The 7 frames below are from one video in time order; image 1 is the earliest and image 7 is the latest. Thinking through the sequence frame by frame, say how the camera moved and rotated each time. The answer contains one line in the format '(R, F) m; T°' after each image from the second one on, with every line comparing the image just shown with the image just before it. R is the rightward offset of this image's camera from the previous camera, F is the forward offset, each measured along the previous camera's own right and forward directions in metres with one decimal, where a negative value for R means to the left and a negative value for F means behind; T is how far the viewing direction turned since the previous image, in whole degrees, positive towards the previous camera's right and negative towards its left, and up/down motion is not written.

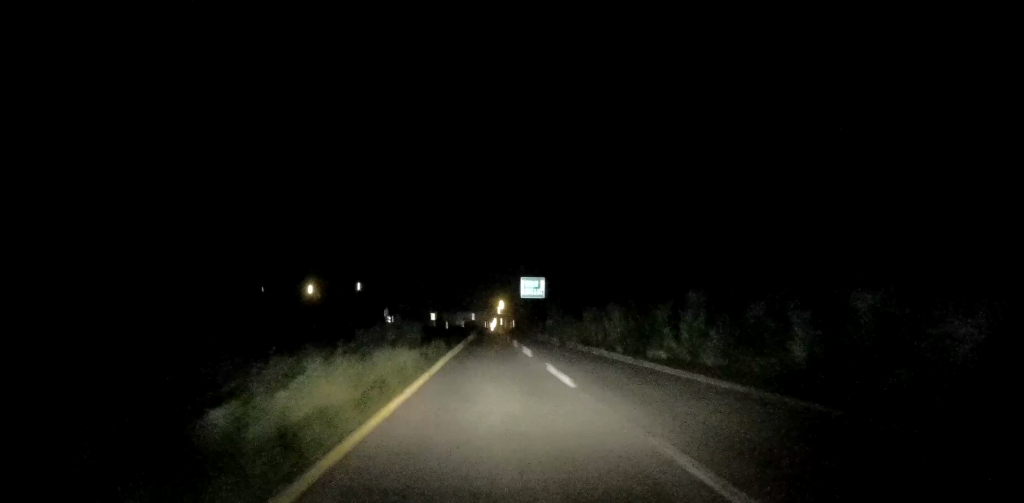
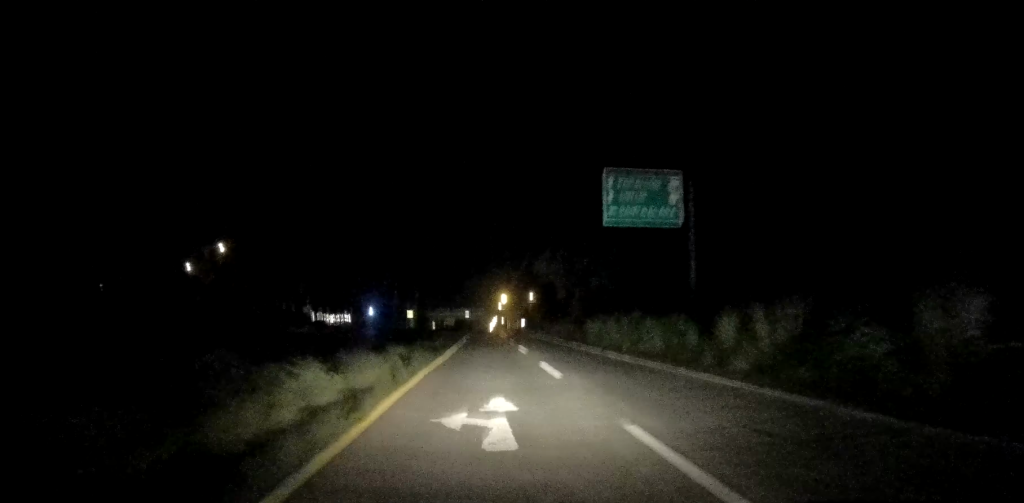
(-0.1, +70.1) m; 0°
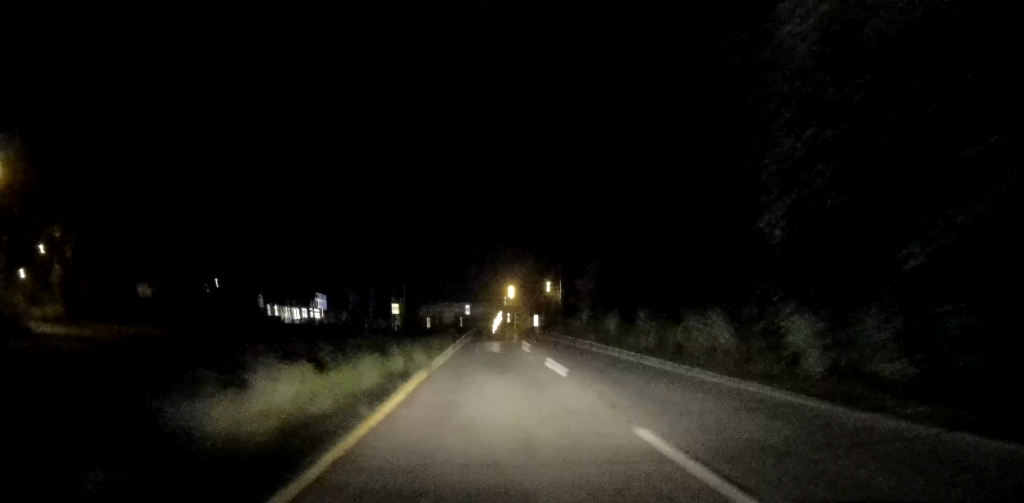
(-0.1, +35.6) m; 0°
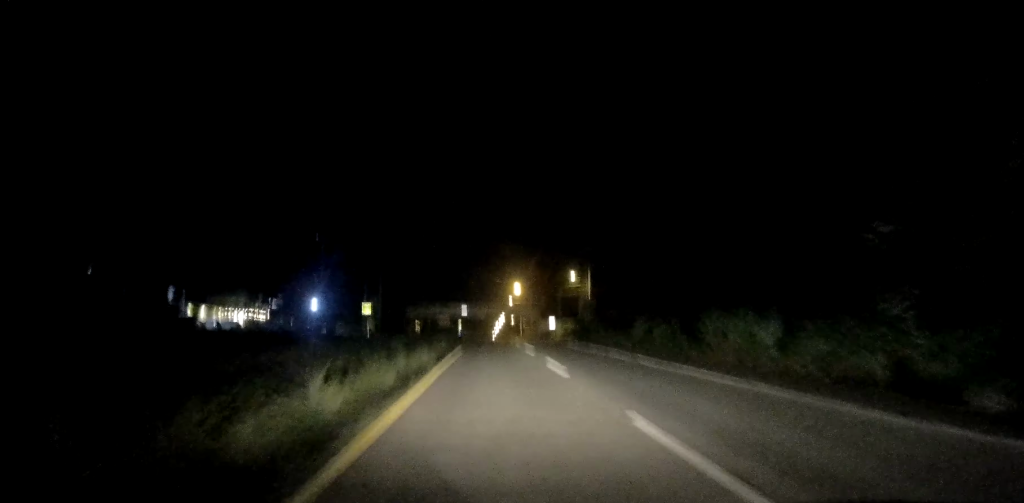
(+0.4, +35.2) m; 0°
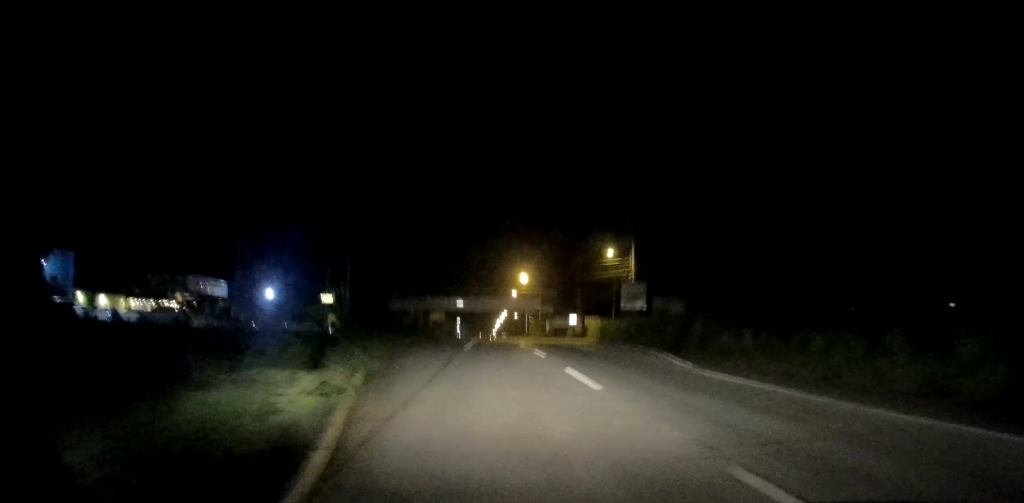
(-0.3, +27.9) m; 0°
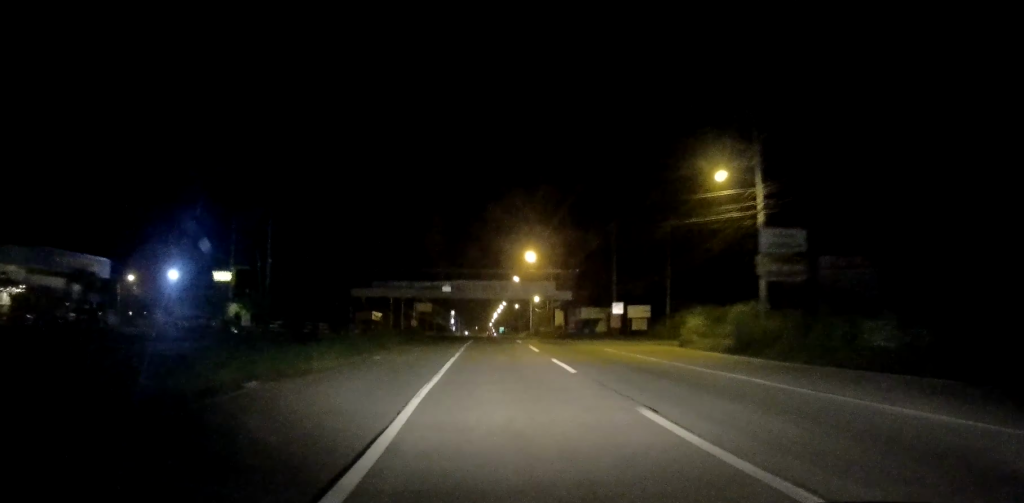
(-0.1, +31.3) m; 0°
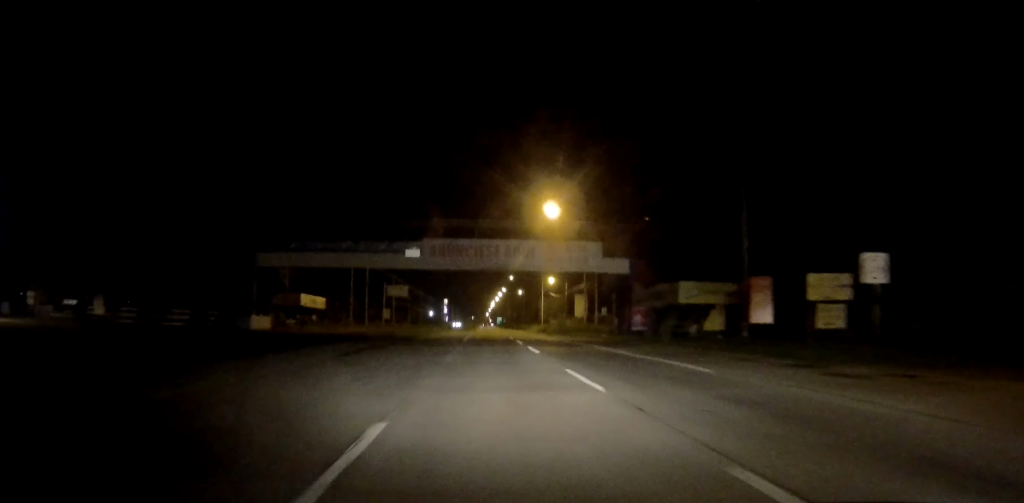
(+0.2, +39.7) m; 0°
